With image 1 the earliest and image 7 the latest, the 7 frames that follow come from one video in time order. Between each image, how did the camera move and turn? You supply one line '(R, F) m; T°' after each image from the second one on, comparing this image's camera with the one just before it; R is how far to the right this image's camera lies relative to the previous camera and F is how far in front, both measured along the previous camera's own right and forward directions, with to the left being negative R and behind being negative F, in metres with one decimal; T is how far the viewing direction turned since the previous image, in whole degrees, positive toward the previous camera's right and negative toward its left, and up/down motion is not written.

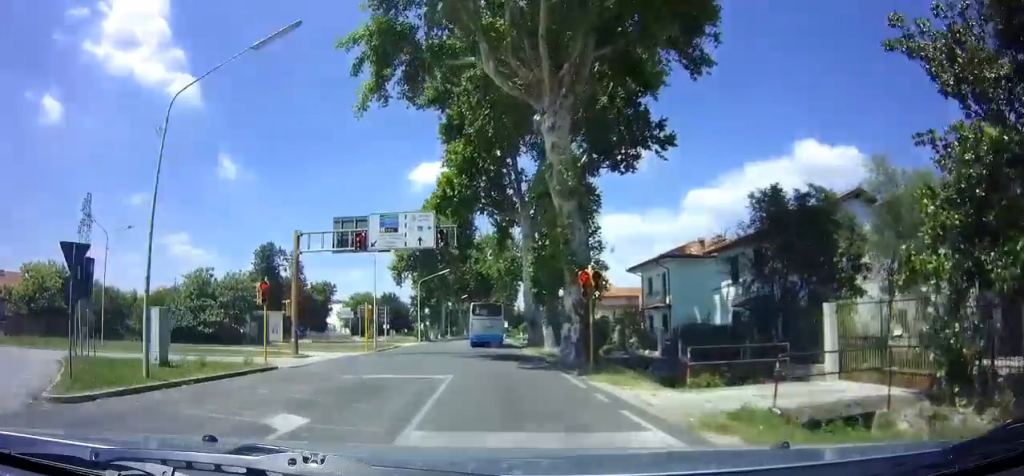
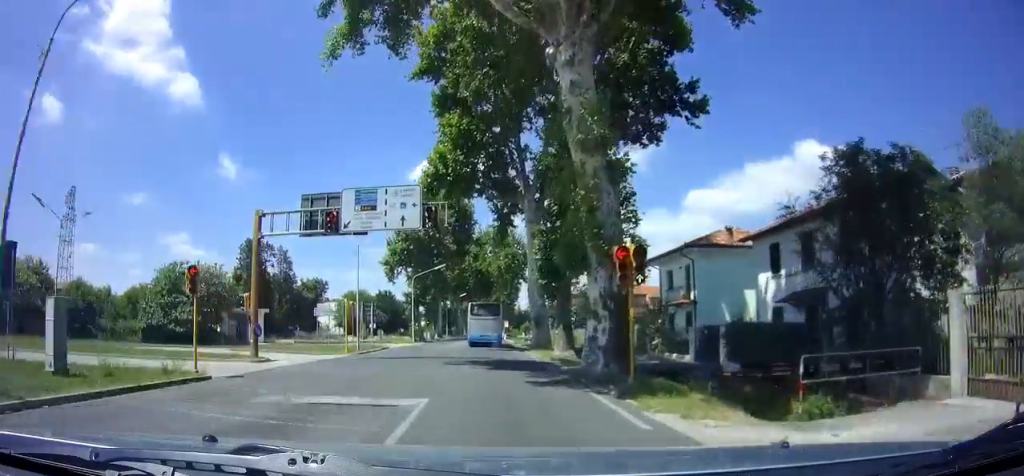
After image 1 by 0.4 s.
(0.0, +5.0) m; 0°
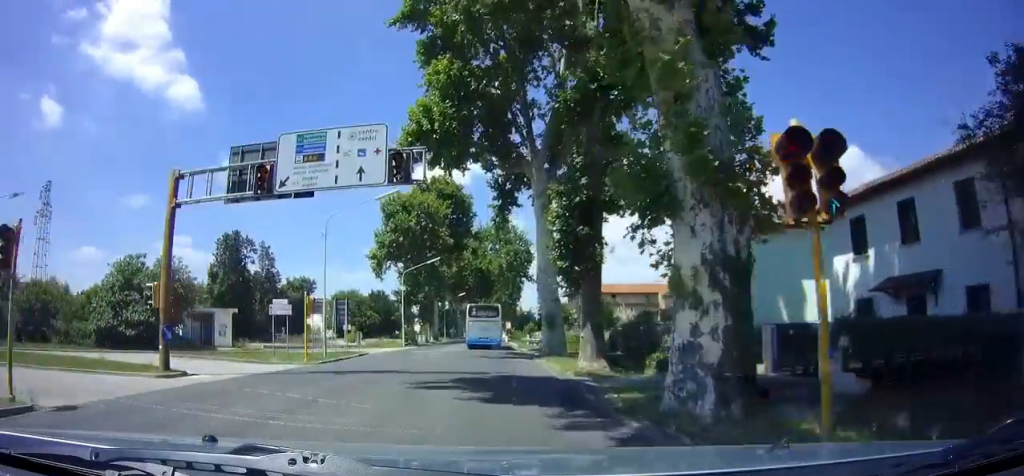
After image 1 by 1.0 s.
(0.0, +7.6) m; 0°
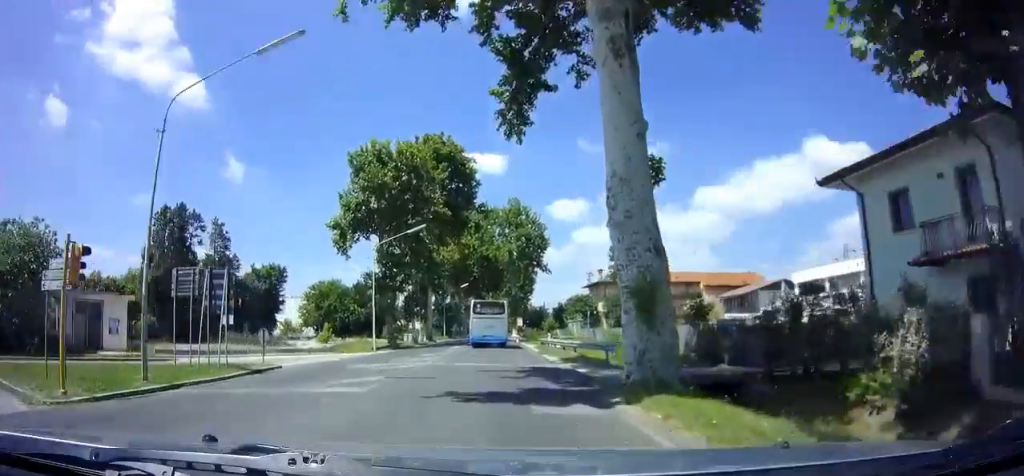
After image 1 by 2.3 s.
(-0.2, +16.6) m; -1°
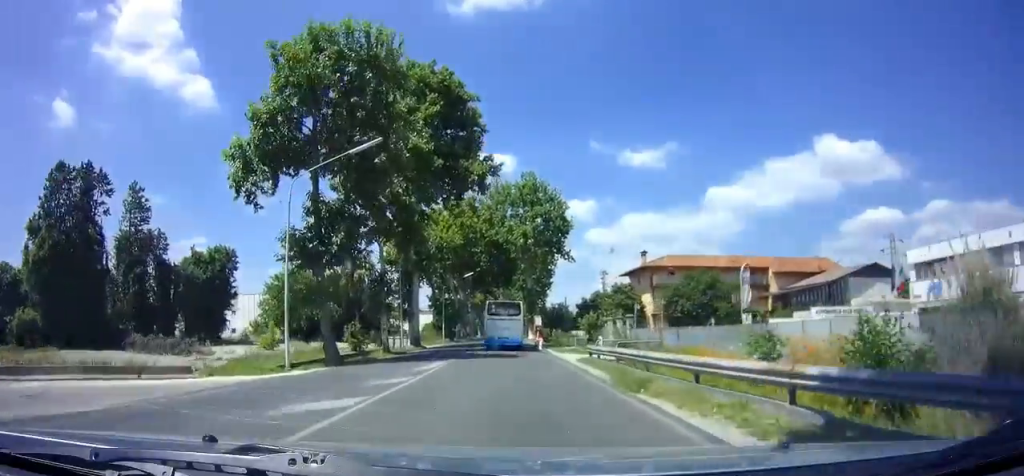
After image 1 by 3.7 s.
(-0.1, +17.9) m; -1°
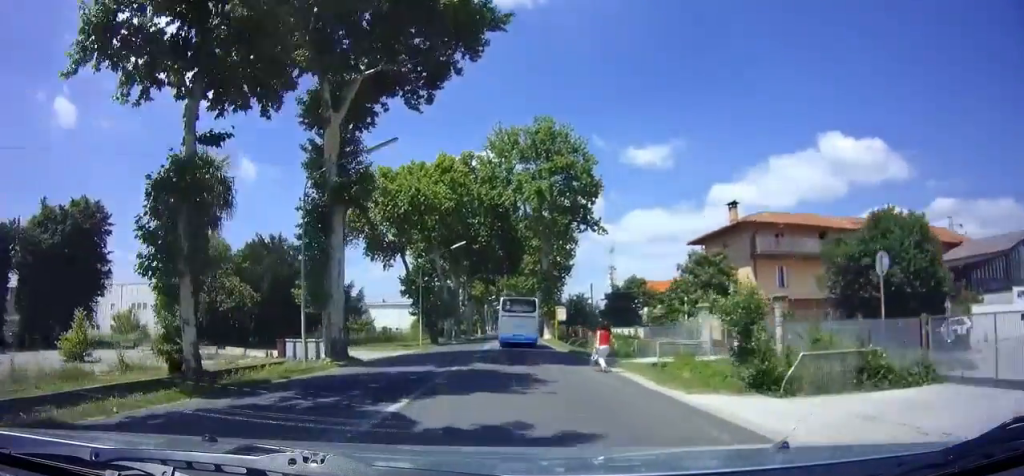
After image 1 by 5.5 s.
(+0.1, +22.7) m; +1°
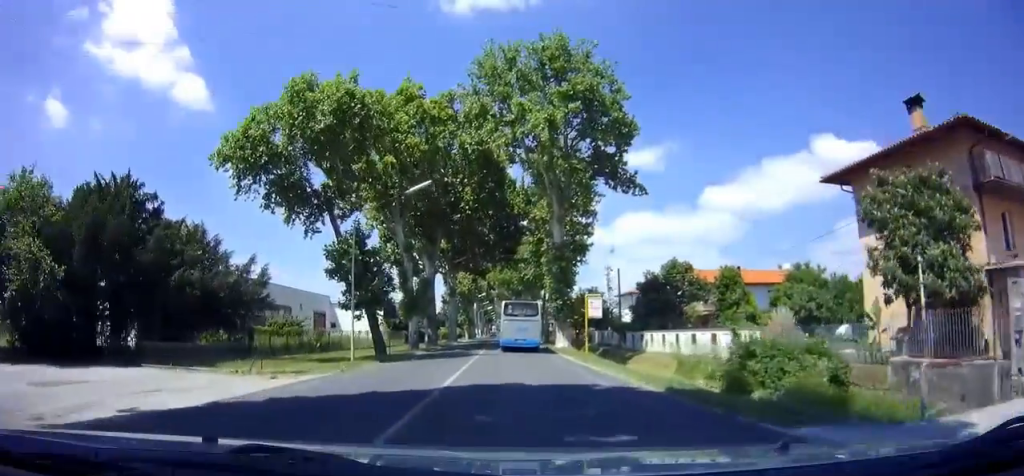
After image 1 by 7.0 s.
(+0.2, +19.8) m; +1°
